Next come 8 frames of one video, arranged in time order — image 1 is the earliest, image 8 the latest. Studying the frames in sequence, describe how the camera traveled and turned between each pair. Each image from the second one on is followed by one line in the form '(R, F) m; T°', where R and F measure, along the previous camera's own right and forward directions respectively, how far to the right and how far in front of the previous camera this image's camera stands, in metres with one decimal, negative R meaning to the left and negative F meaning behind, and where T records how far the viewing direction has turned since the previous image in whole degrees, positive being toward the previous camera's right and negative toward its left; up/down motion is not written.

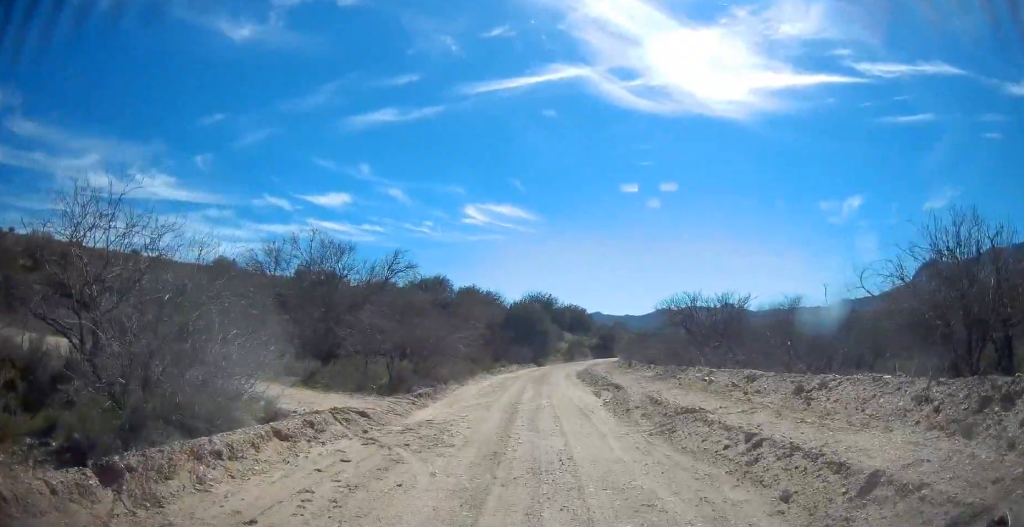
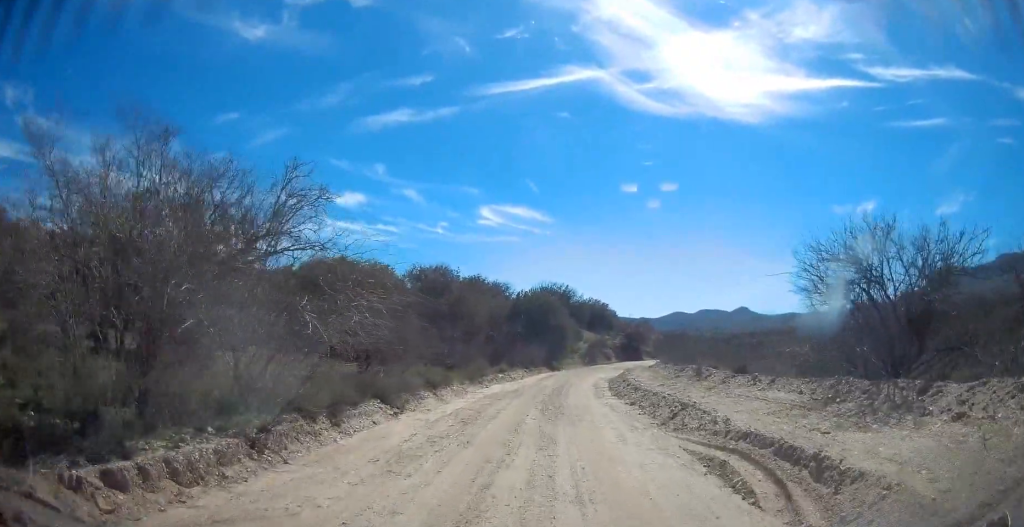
(-2.1, +13.5) m; -10°
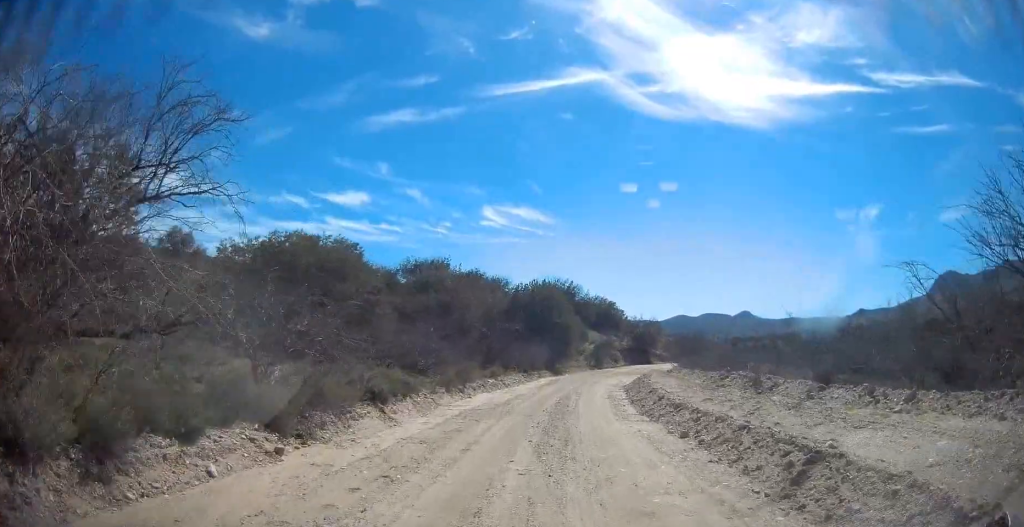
(-0.1, +6.0) m; 0°
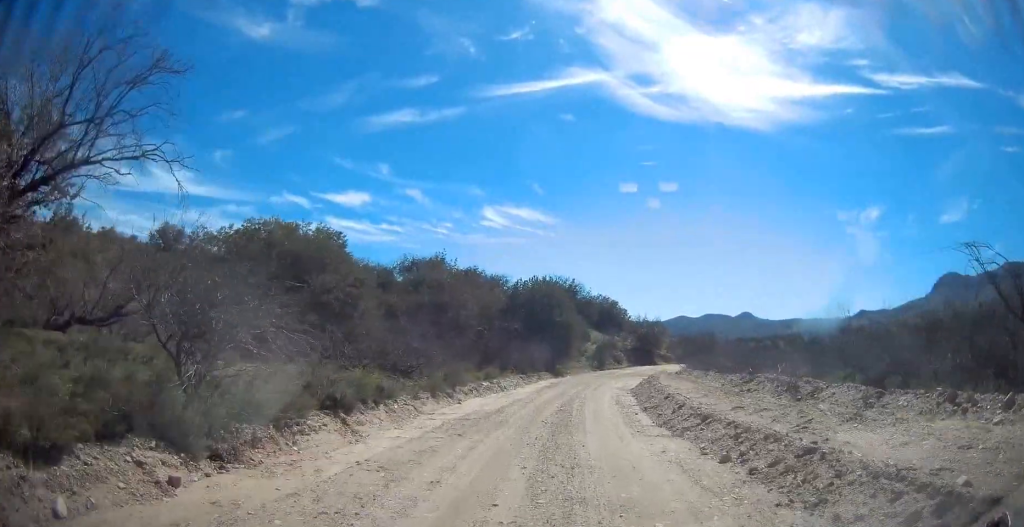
(+0.1, +2.3) m; 0°
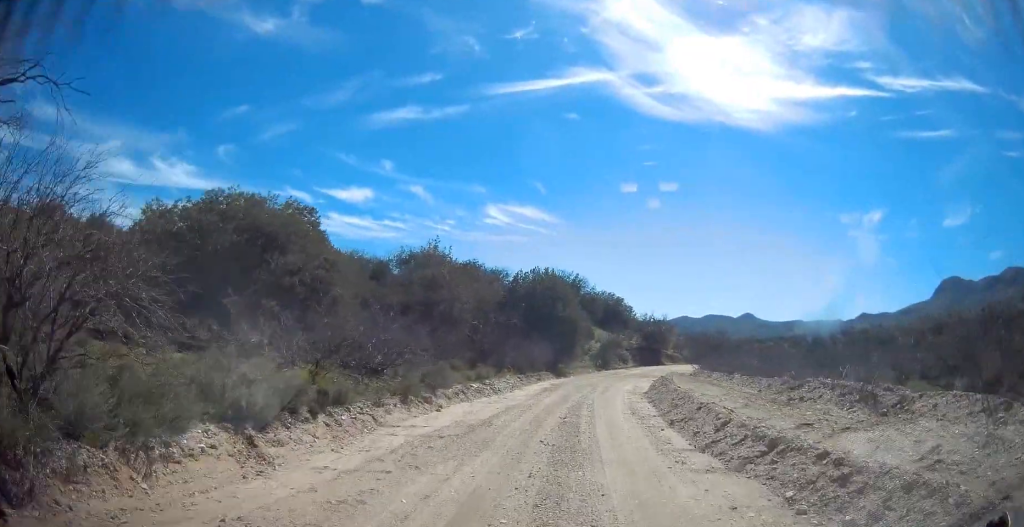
(+0.1, +3.3) m; +1°
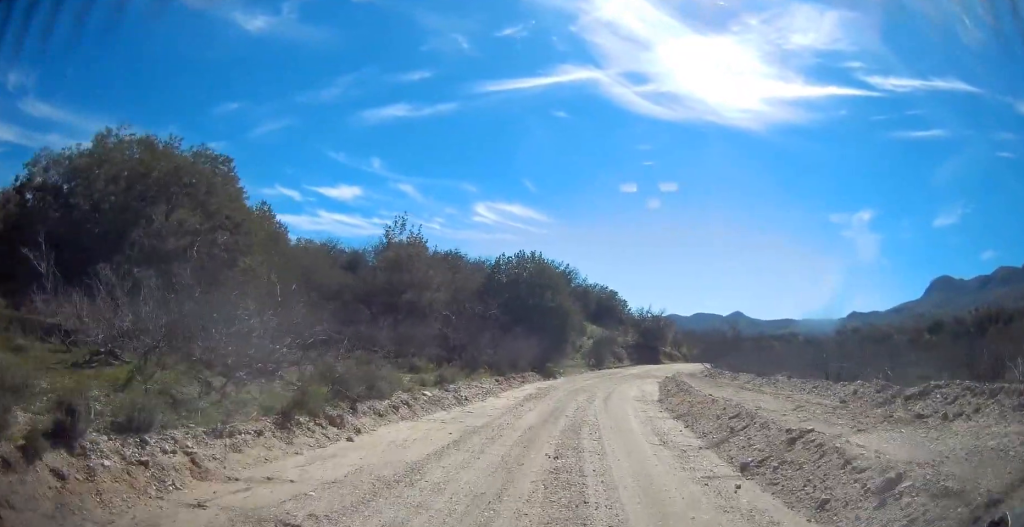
(-0.1, +5.5) m; 0°
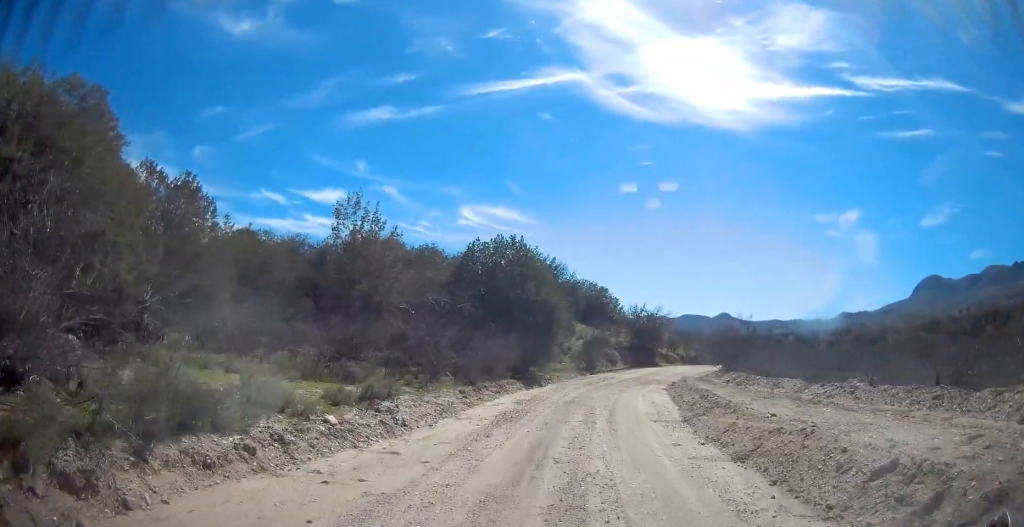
(+0.1, +5.5) m; +3°
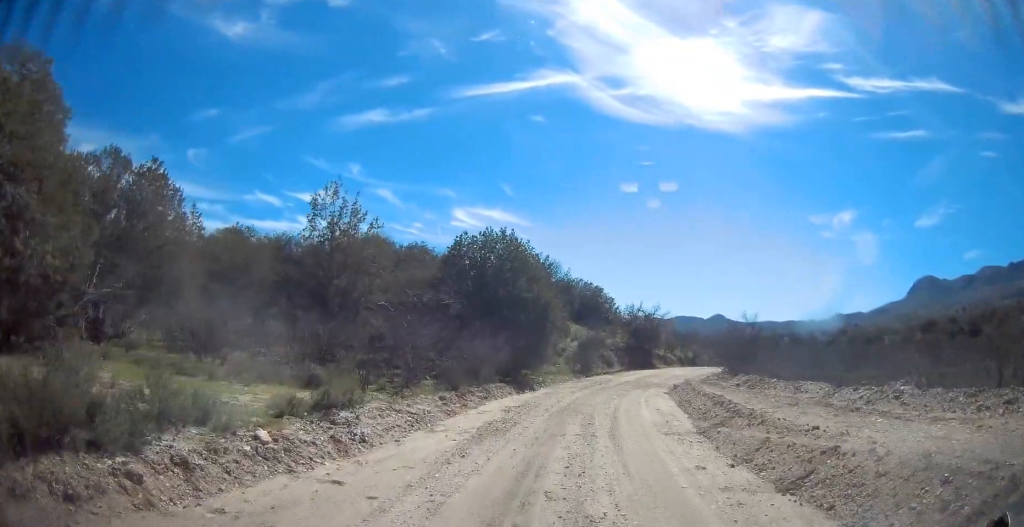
(+0.1, +2.0) m; +1°
